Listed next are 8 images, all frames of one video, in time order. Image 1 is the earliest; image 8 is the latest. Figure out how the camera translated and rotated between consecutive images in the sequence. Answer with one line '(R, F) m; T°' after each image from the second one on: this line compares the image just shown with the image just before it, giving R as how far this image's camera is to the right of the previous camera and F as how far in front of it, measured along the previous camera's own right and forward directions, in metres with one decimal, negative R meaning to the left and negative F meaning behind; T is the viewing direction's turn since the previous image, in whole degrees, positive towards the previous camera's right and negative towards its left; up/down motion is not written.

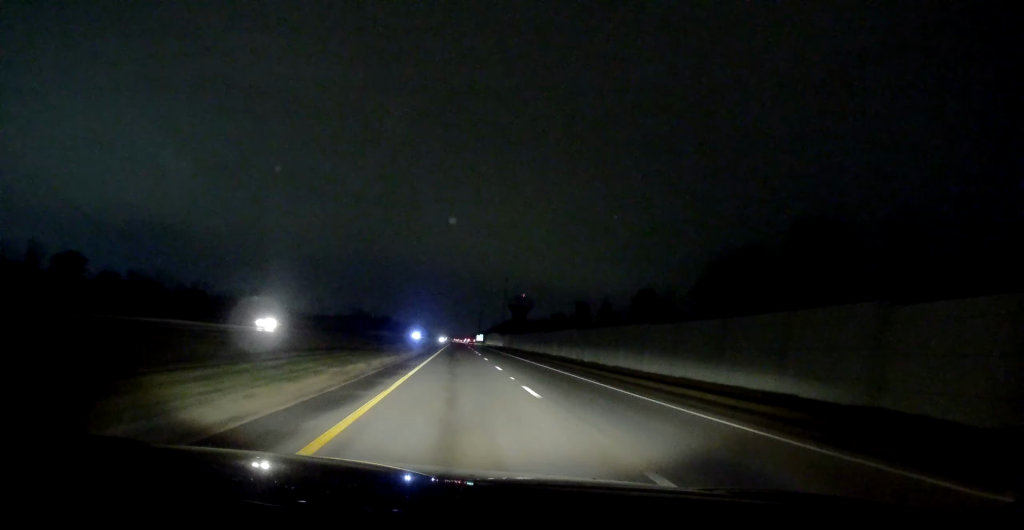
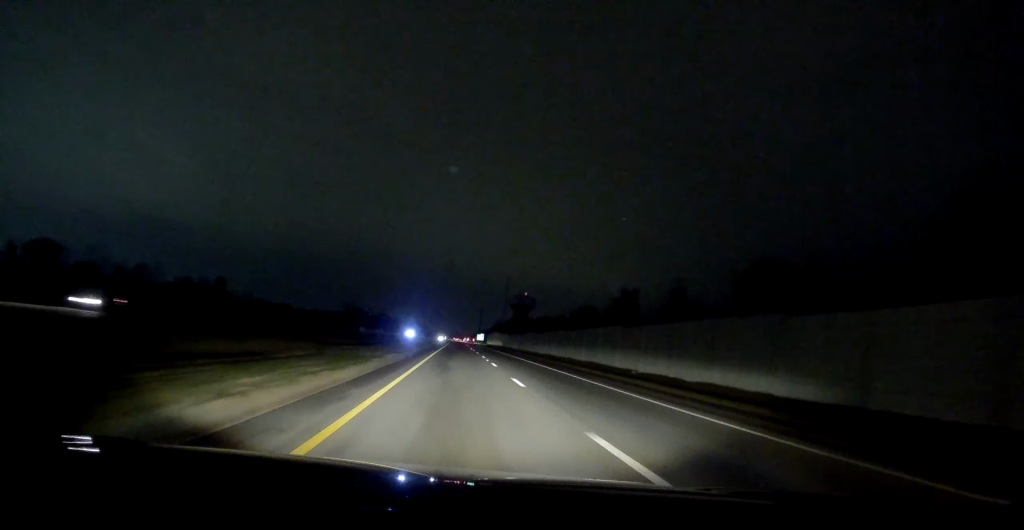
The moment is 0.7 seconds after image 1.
(0.0, +21.0) m; 0°
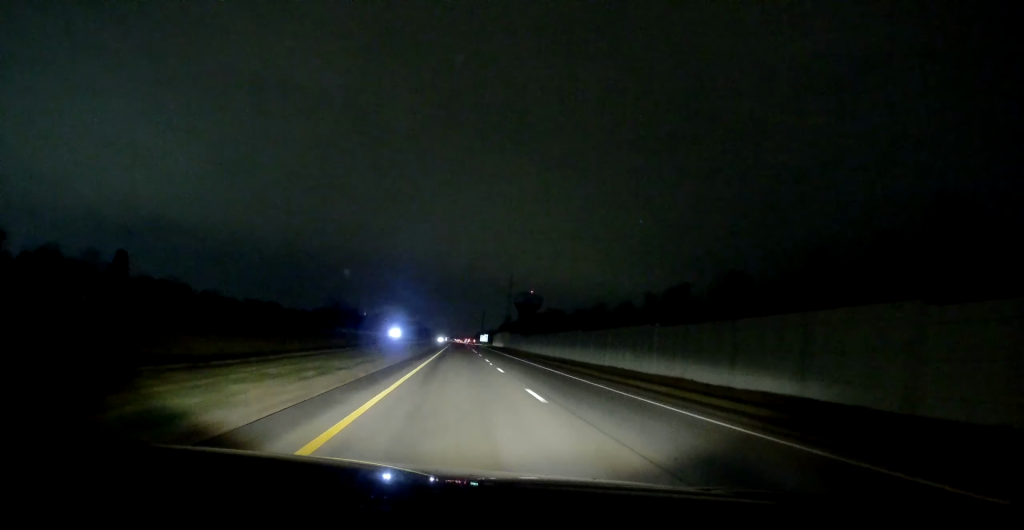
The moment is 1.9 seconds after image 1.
(0.0, +39.0) m; -1°
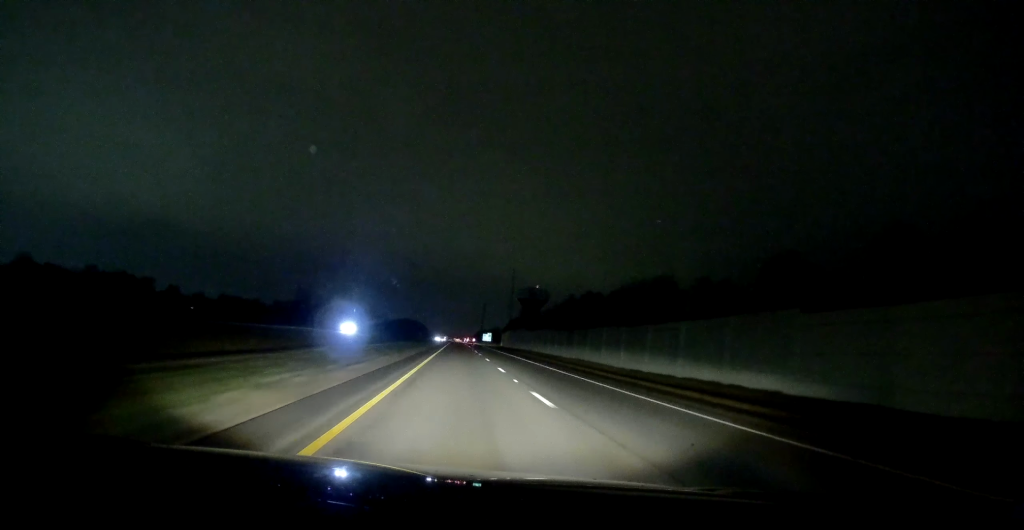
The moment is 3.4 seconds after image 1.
(-0.5, +48.8) m; 0°
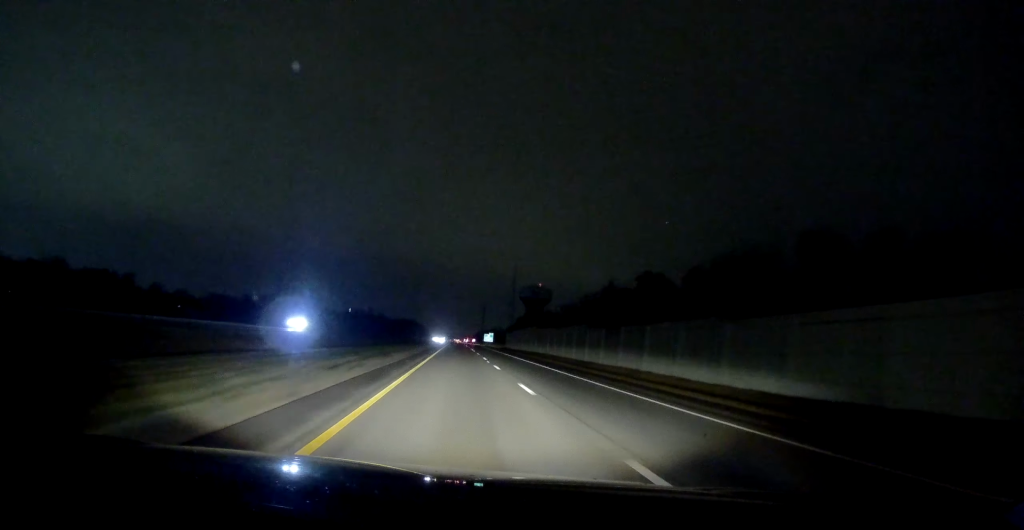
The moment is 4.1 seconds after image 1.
(+0.3, +21.5) m; +1°
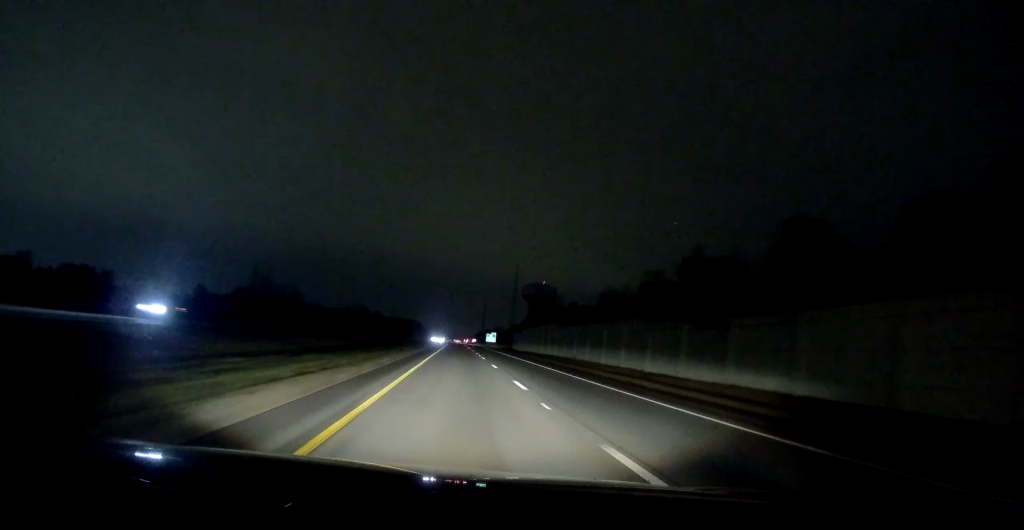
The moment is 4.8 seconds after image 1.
(+0.1, +22.7) m; 0°
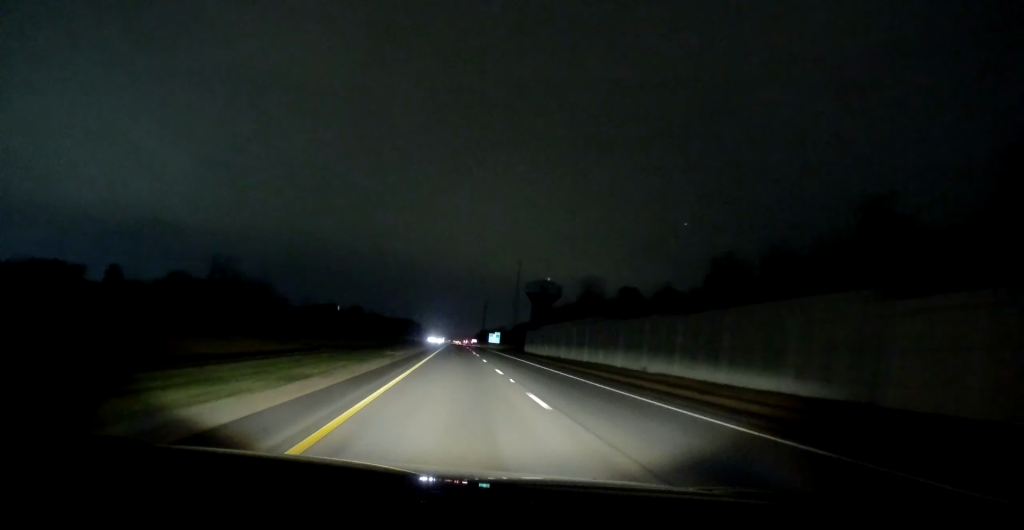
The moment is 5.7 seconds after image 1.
(0.0, +28.2) m; 0°
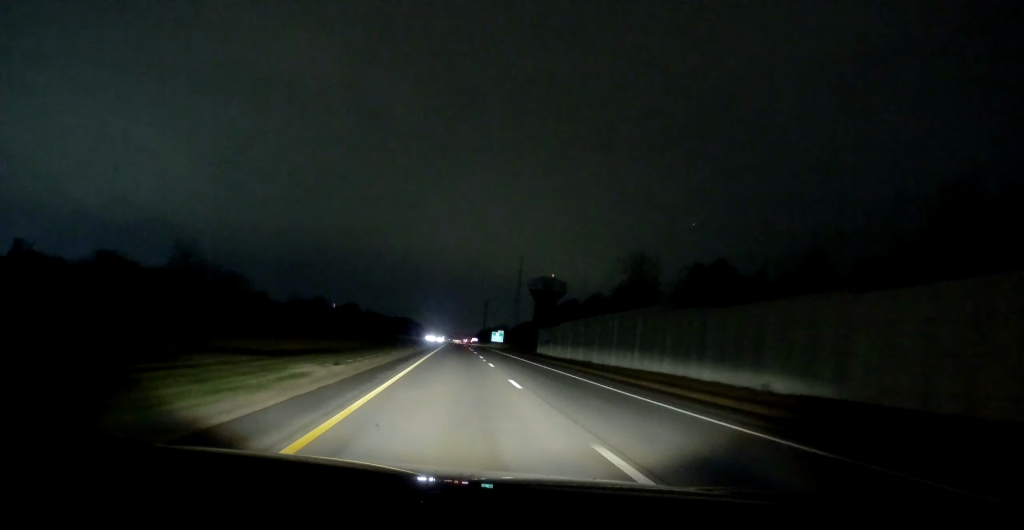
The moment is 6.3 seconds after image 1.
(0.0, +19.5) m; 0°
